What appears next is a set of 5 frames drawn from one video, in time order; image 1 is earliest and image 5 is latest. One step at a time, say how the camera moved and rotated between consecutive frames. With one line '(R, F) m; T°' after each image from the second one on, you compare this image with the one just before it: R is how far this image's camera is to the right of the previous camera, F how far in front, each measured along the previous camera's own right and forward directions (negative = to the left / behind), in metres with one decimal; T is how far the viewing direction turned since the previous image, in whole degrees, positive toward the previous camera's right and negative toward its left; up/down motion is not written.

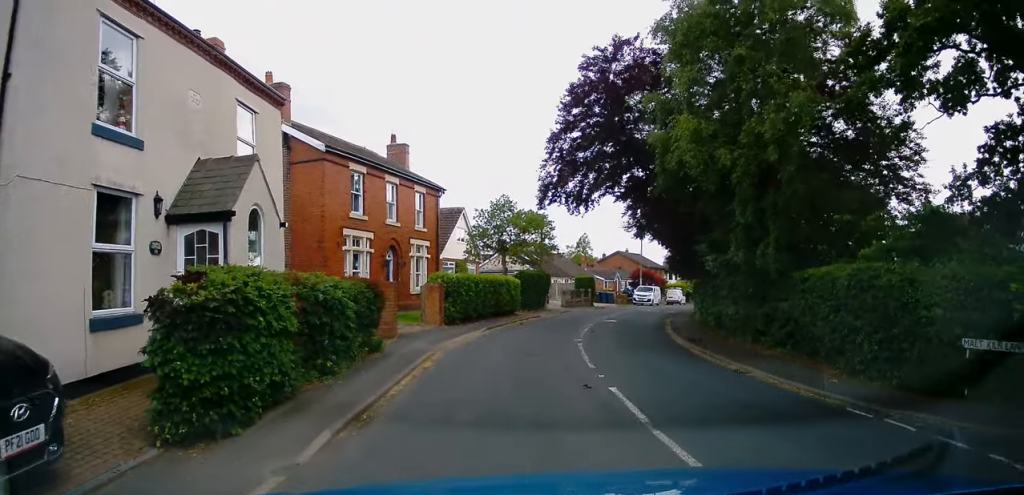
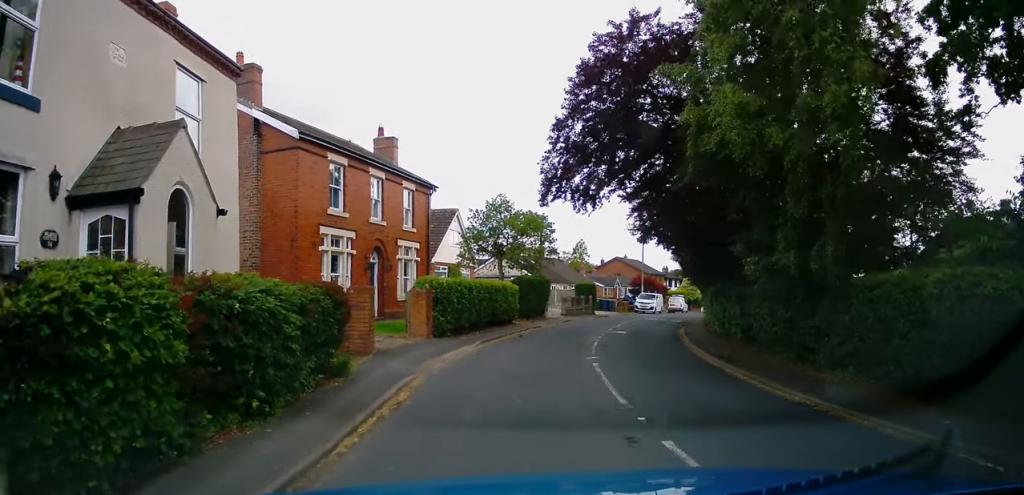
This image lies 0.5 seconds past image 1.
(0.0, +2.5) m; 0°
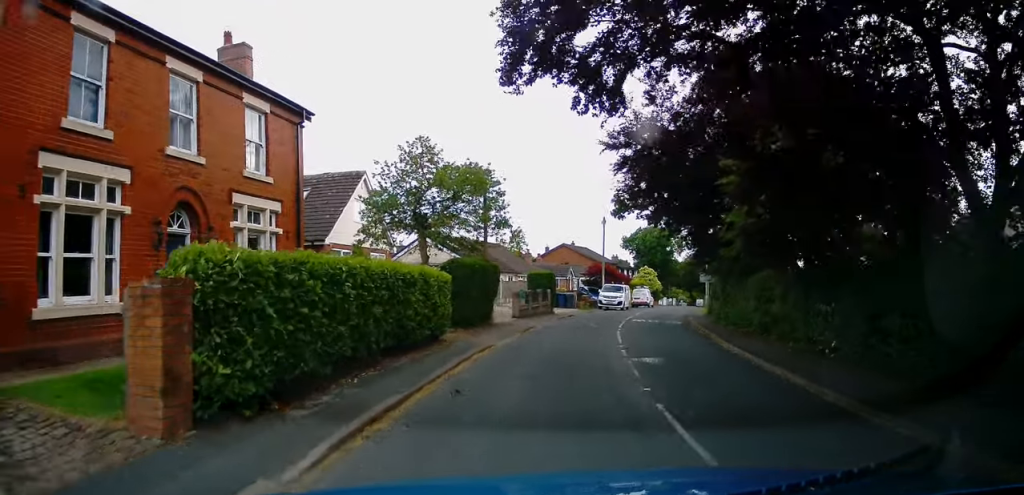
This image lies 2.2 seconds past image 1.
(+0.2, +11.0) m; +5°
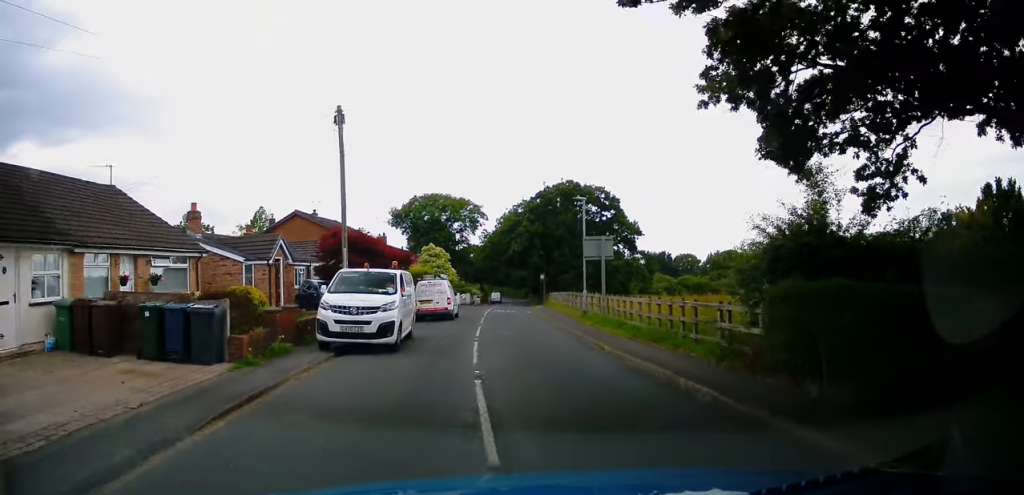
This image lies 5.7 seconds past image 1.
(+7.0, +28.6) m; +22°
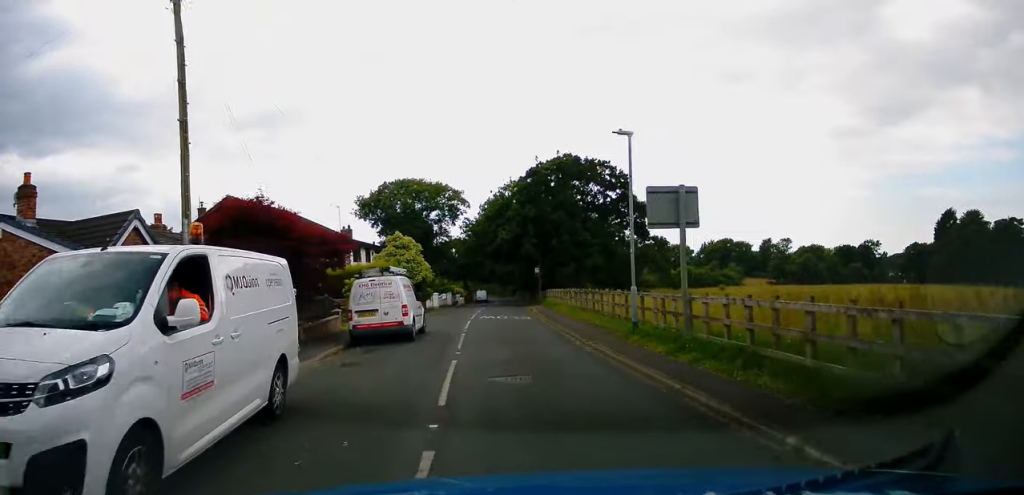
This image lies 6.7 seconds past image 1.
(+0.5, +10.1) m; +3°
